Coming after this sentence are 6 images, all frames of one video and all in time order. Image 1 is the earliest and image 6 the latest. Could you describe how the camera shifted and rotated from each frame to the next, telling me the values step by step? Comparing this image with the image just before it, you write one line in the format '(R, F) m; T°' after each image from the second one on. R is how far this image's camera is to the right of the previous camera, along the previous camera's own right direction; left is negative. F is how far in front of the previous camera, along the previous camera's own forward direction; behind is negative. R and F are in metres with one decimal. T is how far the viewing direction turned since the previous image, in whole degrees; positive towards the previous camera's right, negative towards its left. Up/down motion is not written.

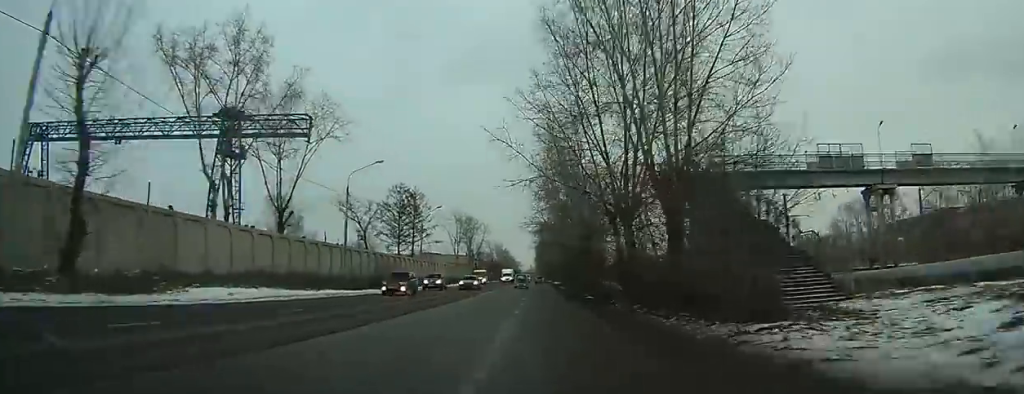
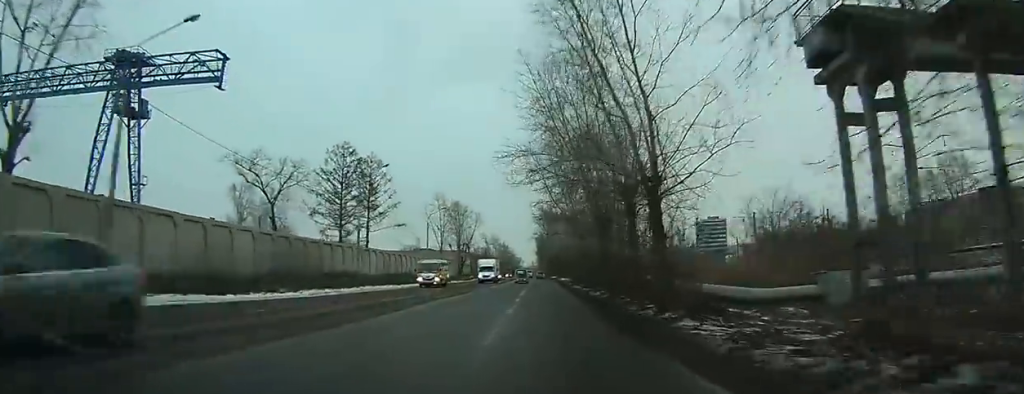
(-0.1, +26.3) m; 0°
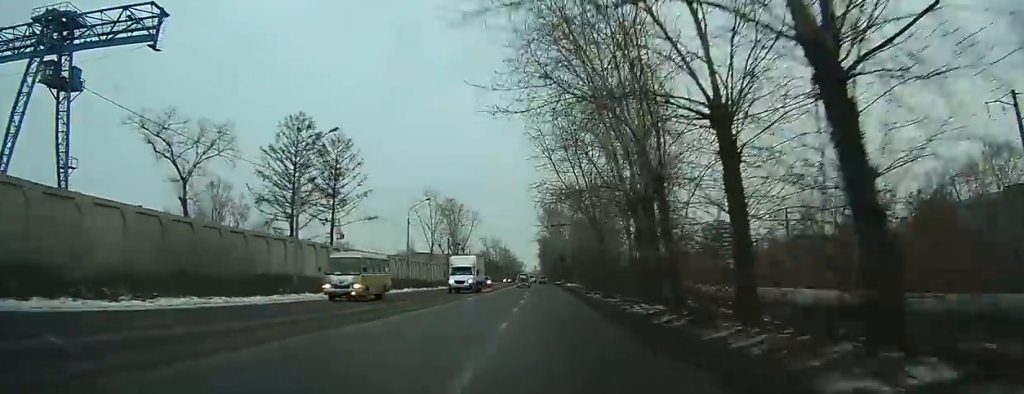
(0.0, +13.2) m; 0°
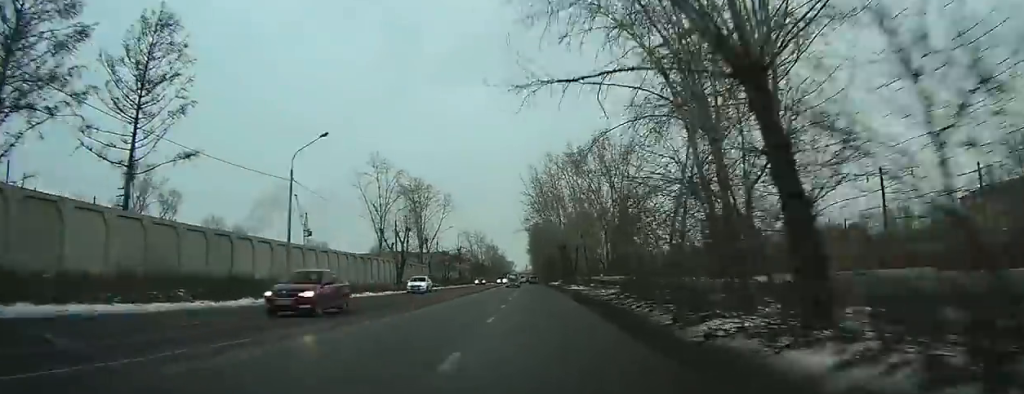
(0.0, +30.0) m; 0°
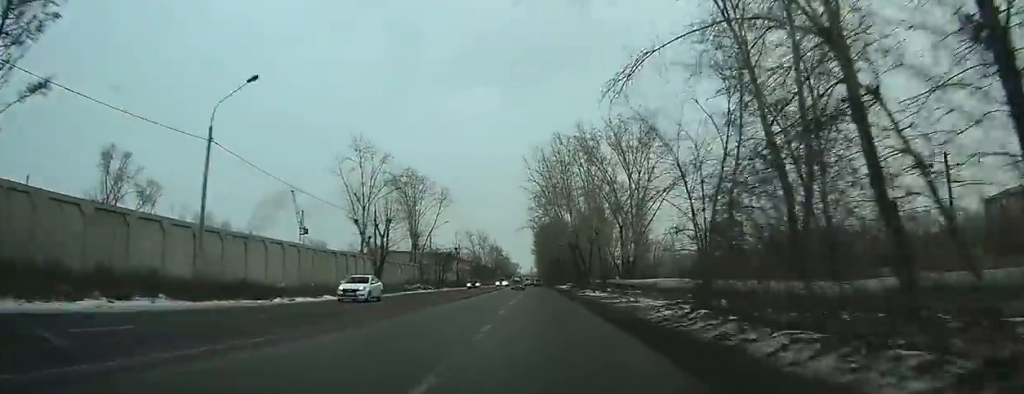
(-0.1, +10.7) m; 0°
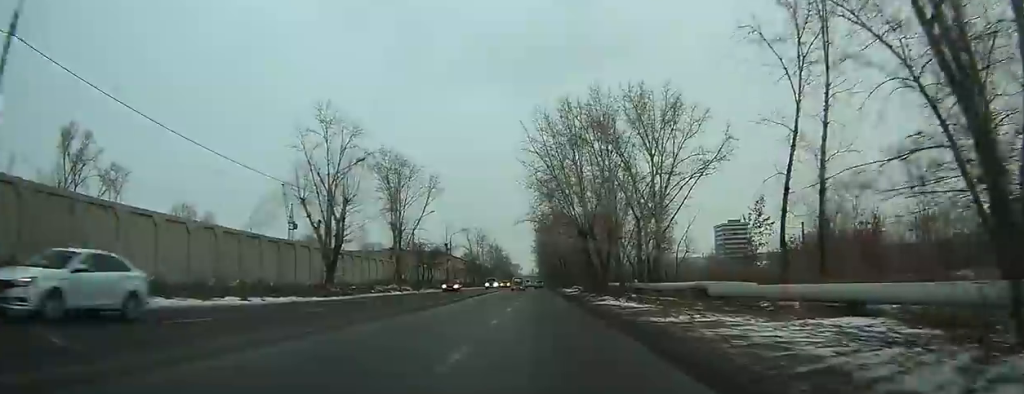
(+0.1, +12.7) m; 0°
